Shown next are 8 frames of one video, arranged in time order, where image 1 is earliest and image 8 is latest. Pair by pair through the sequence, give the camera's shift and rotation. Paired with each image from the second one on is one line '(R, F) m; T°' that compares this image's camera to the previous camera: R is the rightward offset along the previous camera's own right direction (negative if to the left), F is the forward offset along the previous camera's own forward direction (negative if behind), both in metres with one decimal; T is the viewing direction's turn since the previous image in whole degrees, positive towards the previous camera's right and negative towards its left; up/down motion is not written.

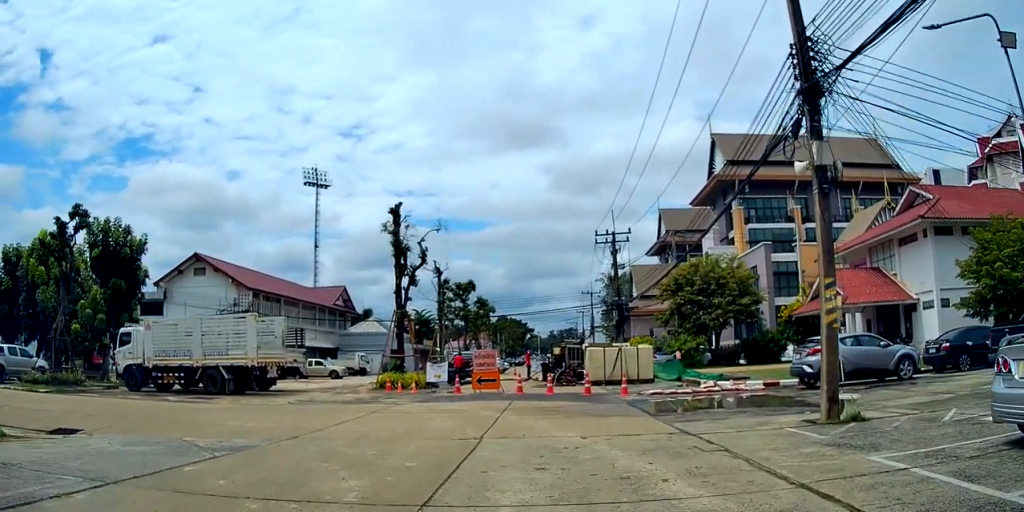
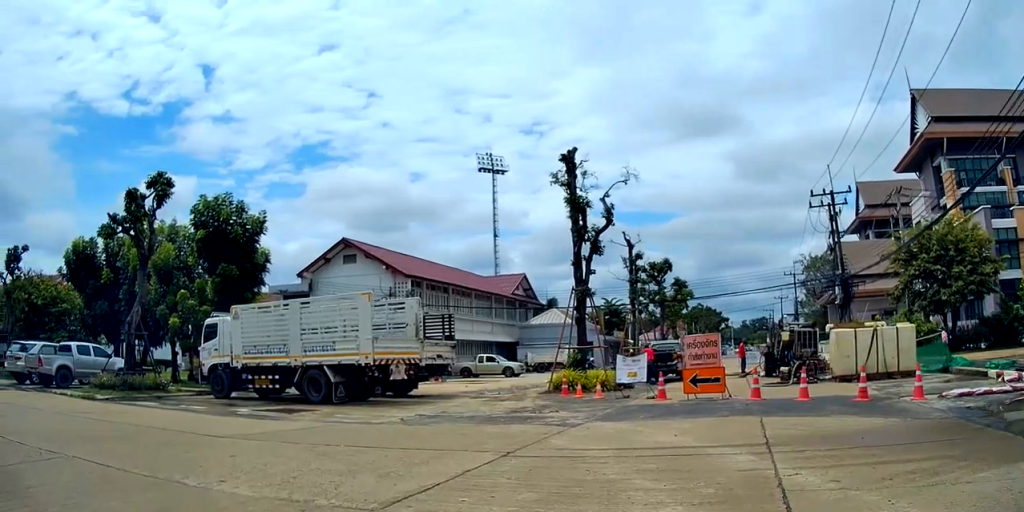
(+0.6, +7.8) m; -4°
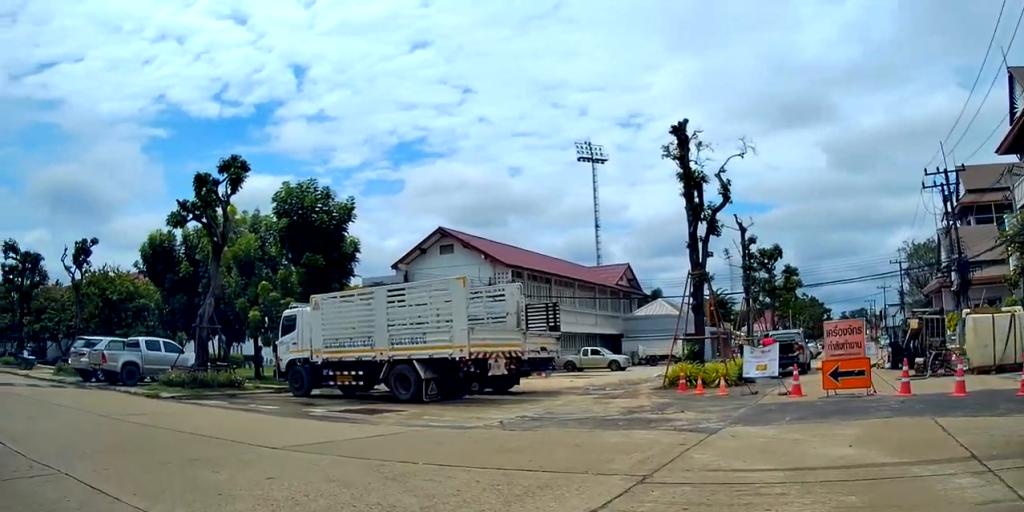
(-0.1, +2.1) m; -2°
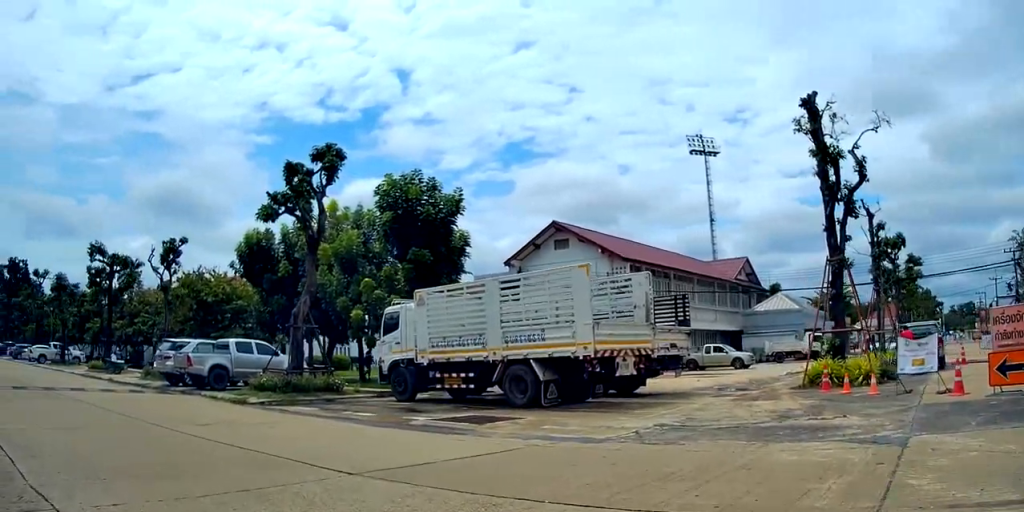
(+0.5, +1.6) m; -1°
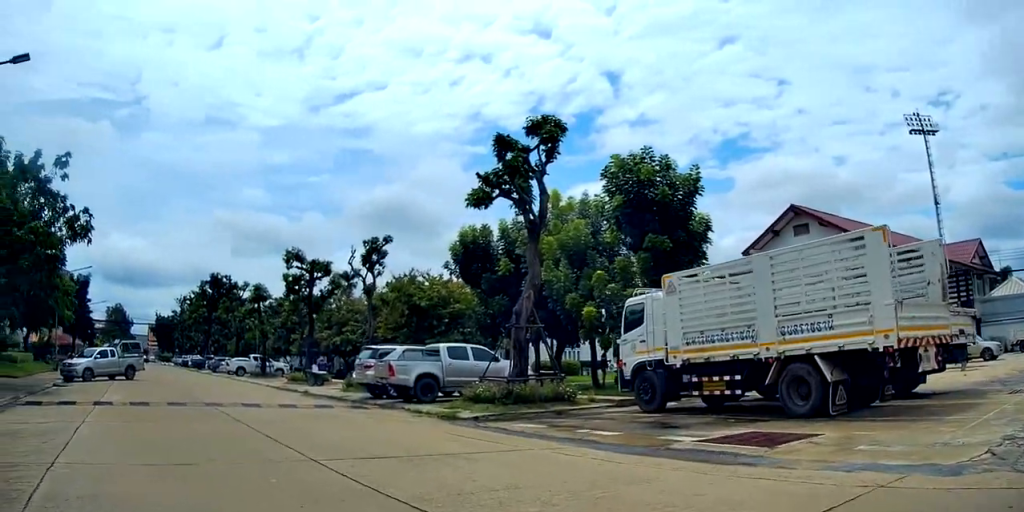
(-0.8, +2.9) m; -16°
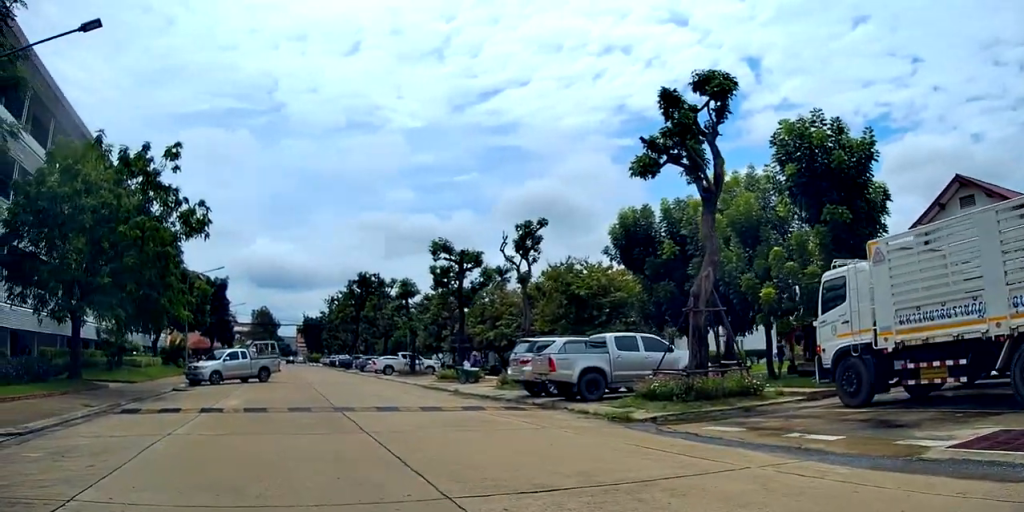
(0.0, +2.2) m; -11°
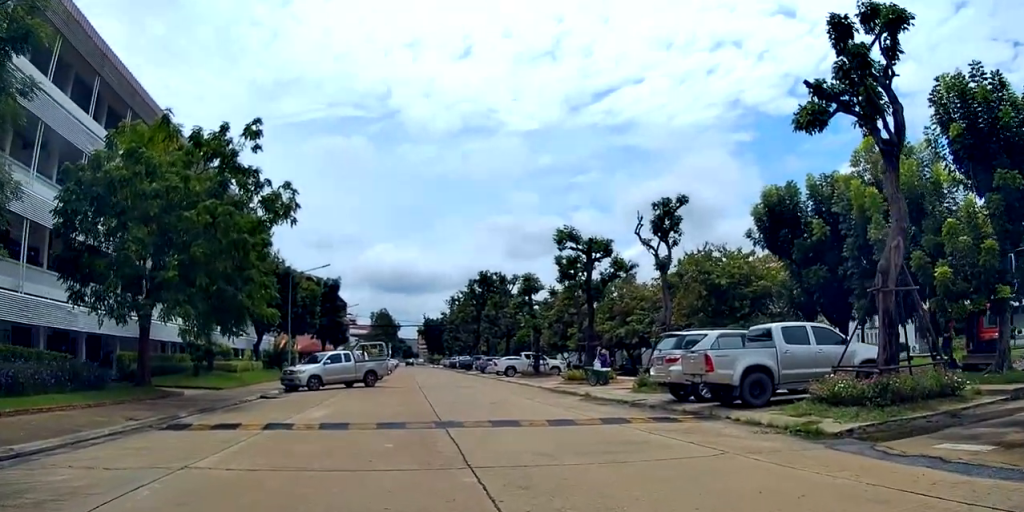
(-0.6, +2.7) m; -7°
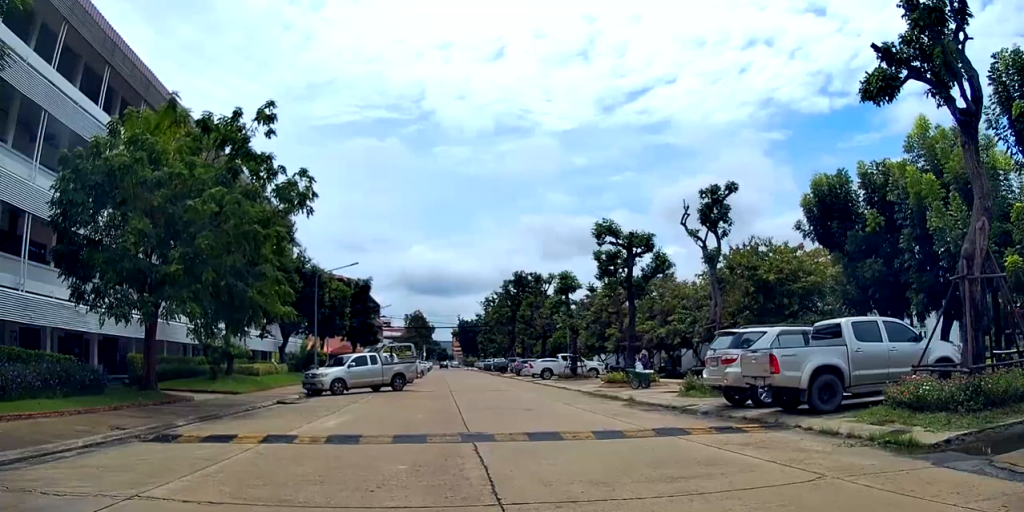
(-0.1, +1.4) m; -2°
